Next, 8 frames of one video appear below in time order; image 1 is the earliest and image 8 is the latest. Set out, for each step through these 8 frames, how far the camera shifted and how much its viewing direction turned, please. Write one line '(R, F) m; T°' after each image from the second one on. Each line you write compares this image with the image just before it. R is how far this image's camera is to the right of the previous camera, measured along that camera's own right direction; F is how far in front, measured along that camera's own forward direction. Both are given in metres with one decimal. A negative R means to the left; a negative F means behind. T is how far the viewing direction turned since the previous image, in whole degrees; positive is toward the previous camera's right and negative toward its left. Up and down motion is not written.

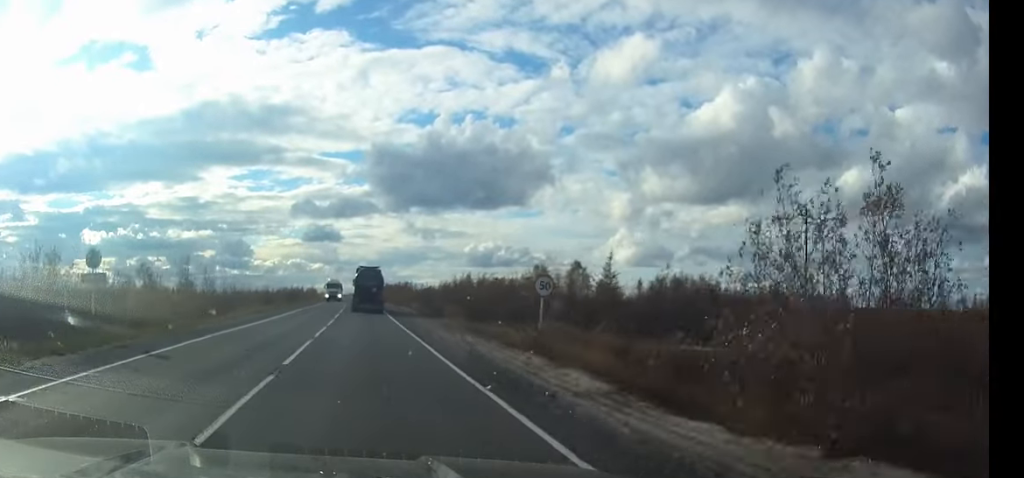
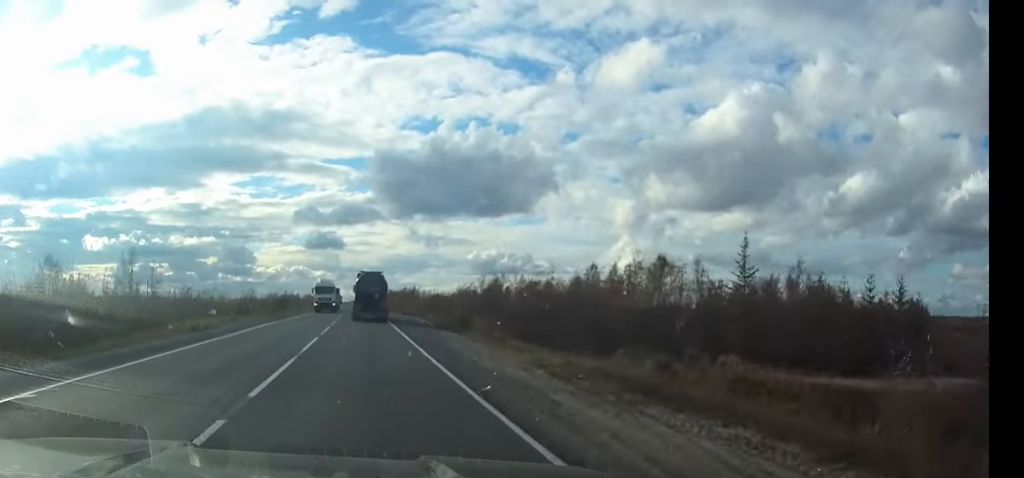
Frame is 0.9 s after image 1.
(-0.1, +18.4) m; 0°
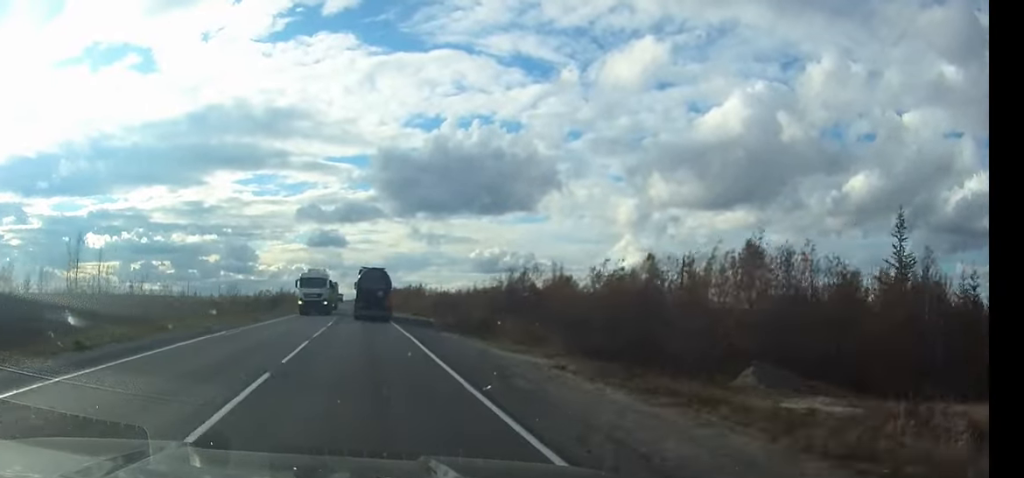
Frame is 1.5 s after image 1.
(0.0, +11.9) m; 0°
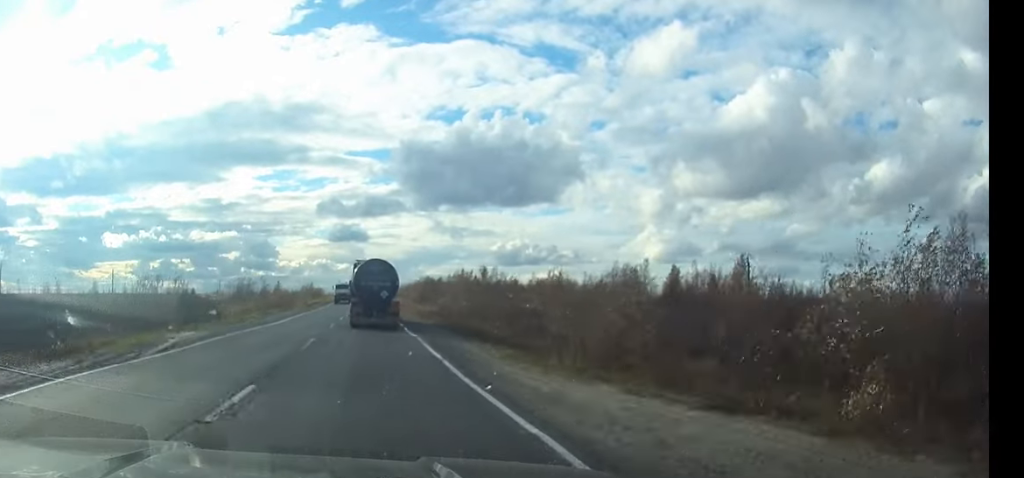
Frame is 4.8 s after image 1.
(-0.7, +59.8) m; -1°
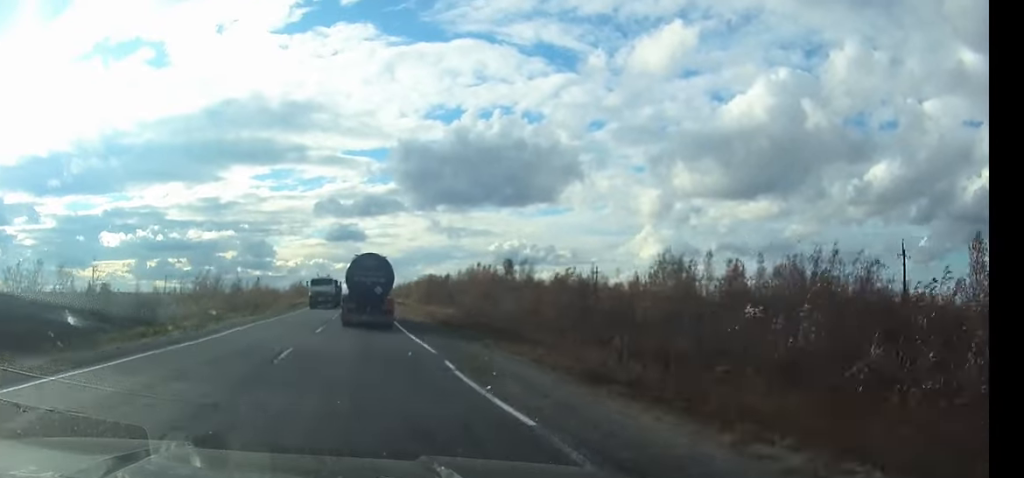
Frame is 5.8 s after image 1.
(-0.1, +17.2) m; 0°
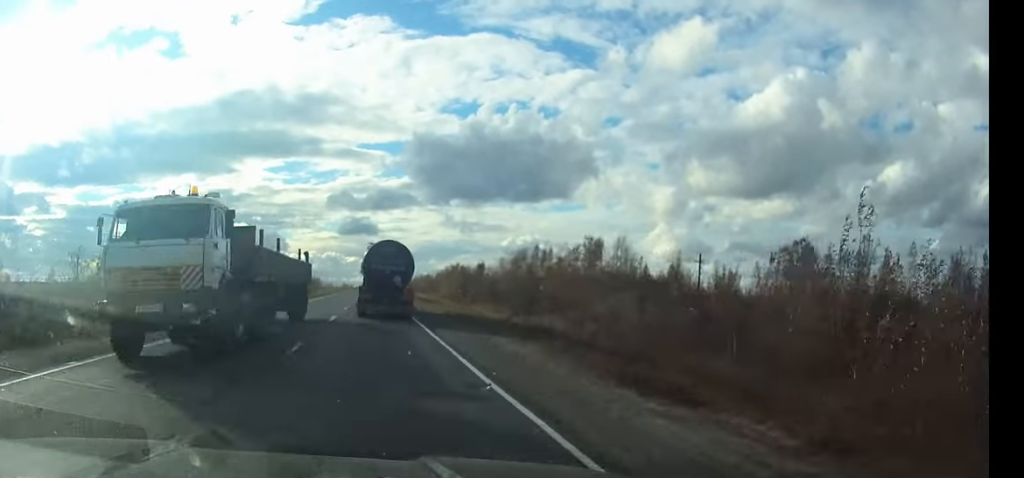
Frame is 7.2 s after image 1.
(-0.1, +24.7) m; -1°
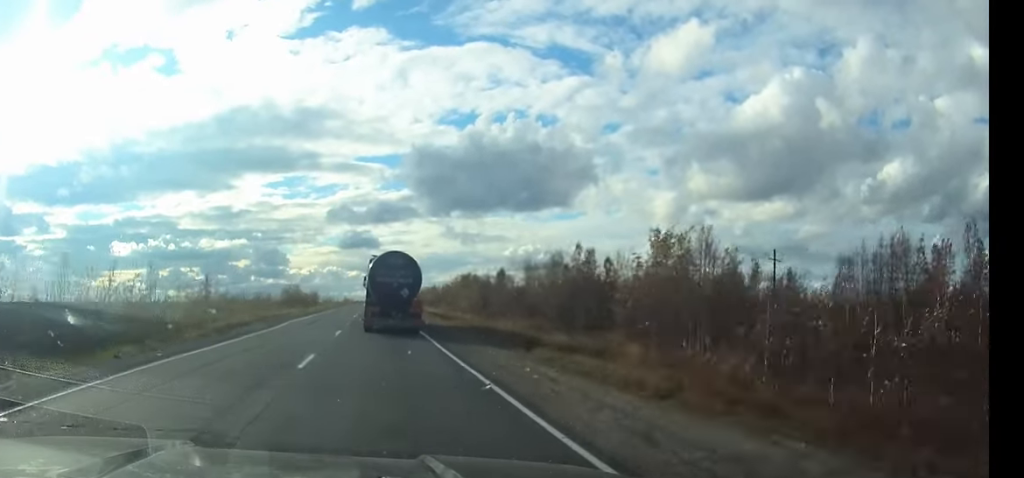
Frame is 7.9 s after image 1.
(-0.1, +12.7) m; 0°
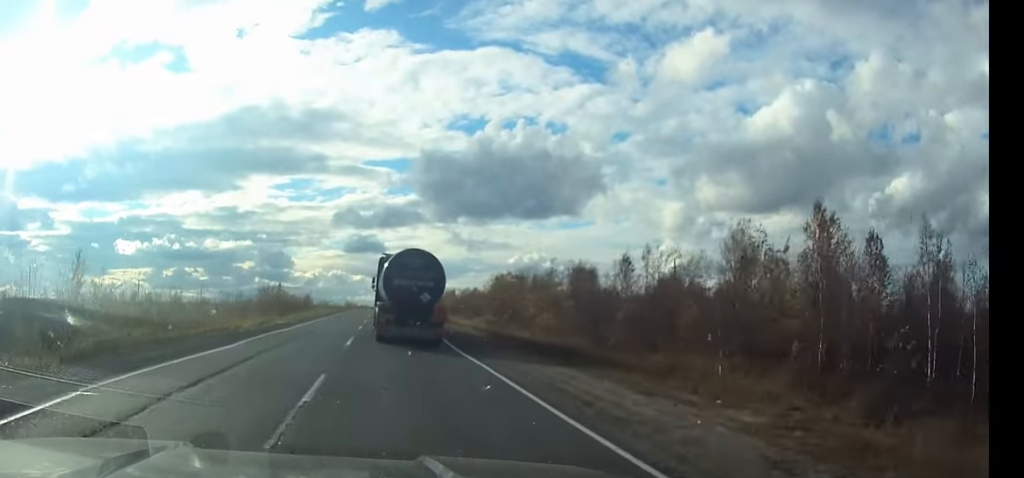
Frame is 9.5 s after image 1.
(-0.2, +28.7) m; -1°
